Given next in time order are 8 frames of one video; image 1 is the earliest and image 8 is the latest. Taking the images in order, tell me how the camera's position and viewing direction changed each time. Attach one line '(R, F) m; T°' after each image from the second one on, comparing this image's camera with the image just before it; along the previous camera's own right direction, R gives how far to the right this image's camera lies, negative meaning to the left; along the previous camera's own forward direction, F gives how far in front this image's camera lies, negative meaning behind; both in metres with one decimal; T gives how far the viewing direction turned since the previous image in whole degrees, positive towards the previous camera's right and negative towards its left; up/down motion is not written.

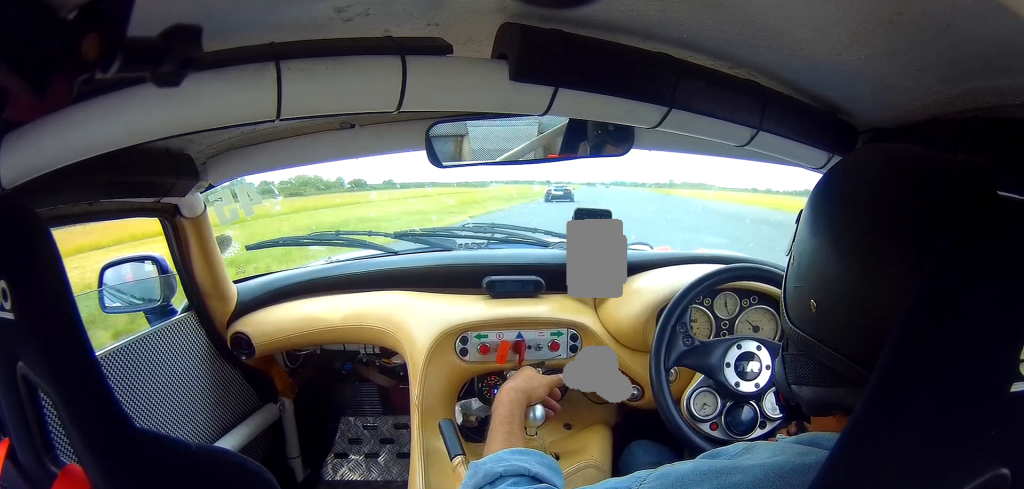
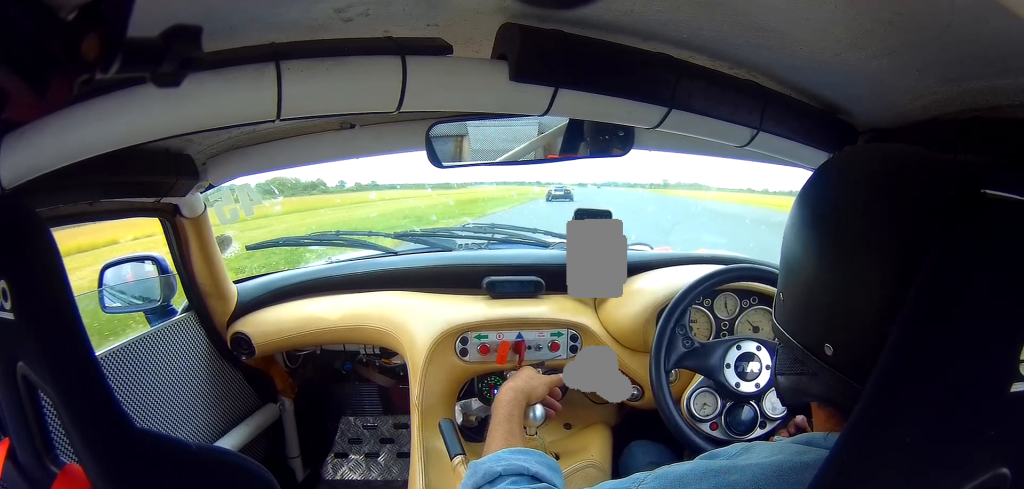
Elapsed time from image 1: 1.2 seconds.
(+0.1, +30.0) m; 0°
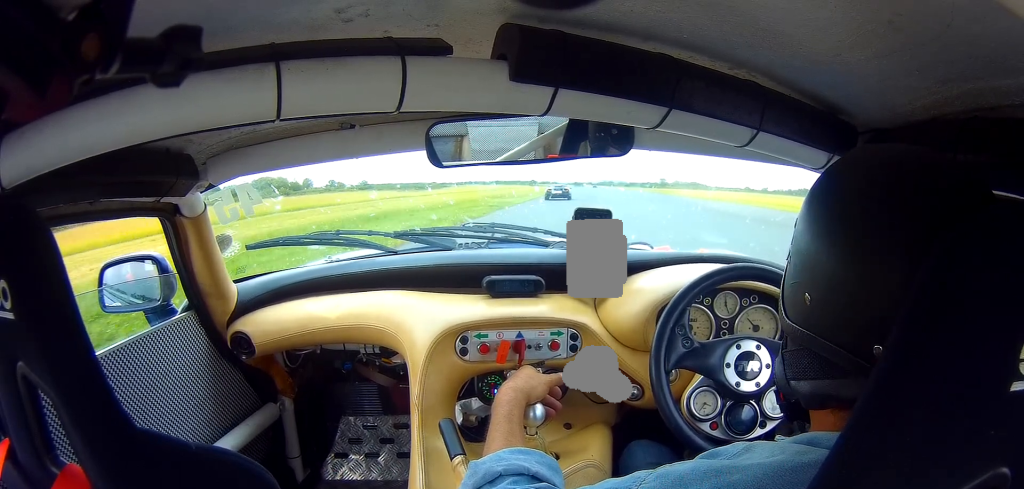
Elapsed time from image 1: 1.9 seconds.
(-0.2, +17.5) m; 0°
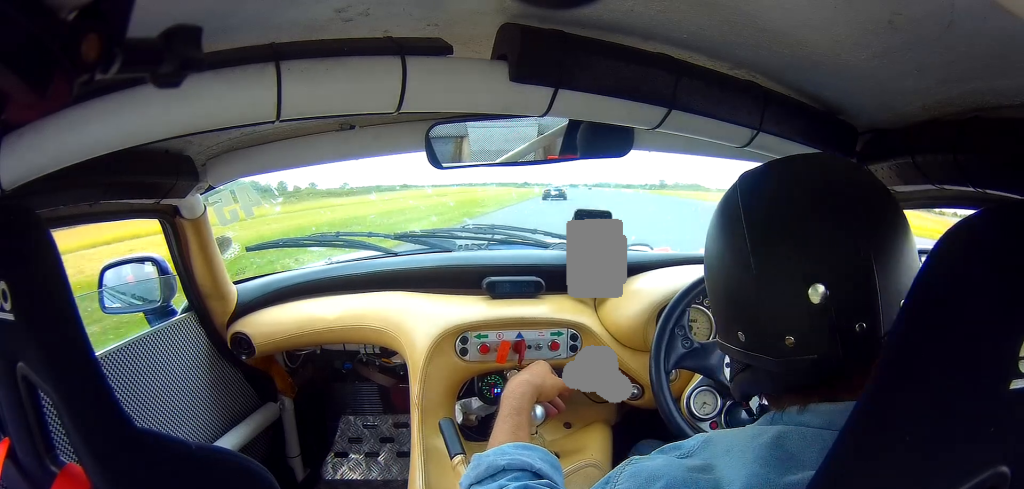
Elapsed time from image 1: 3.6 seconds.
(+0.3, +42.8) m; +1°
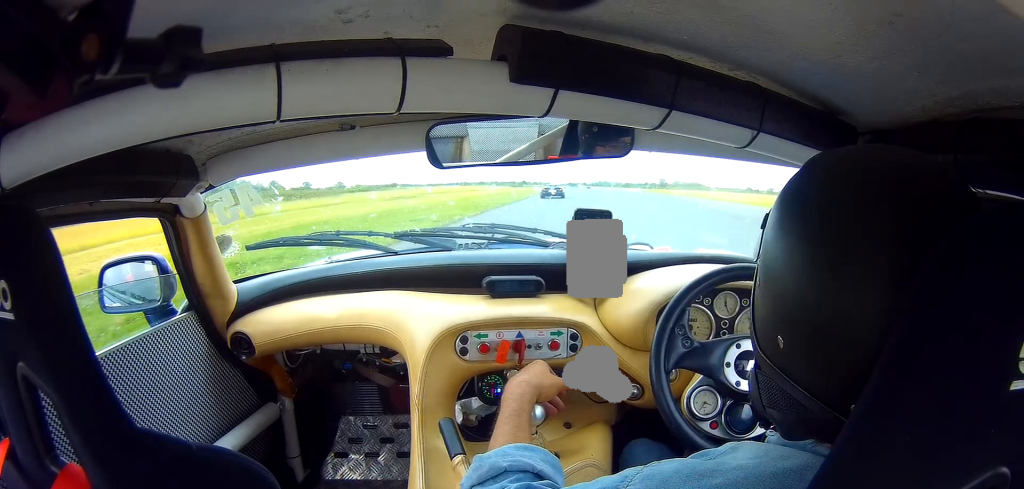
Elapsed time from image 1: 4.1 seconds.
(0.0, +12.9) m; 0°
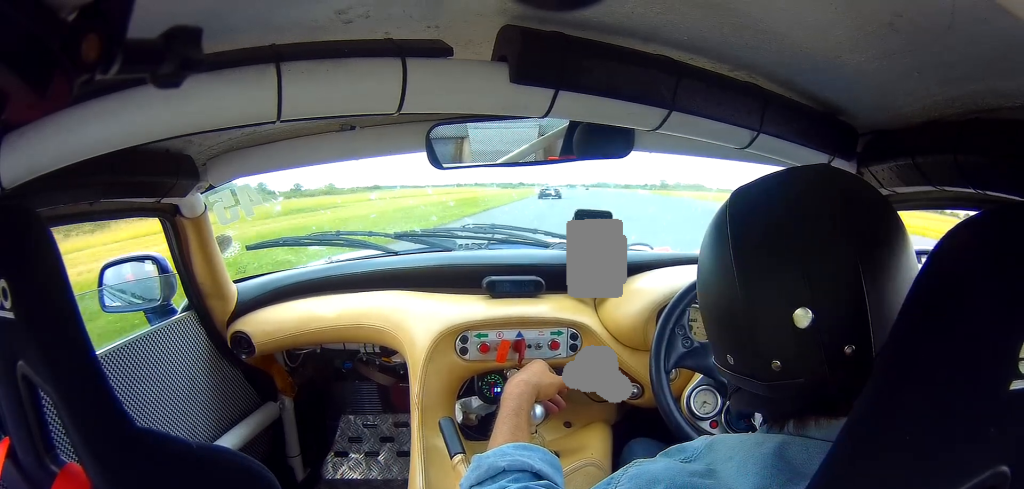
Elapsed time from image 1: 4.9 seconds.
(0.0, +19.8) m; +1°
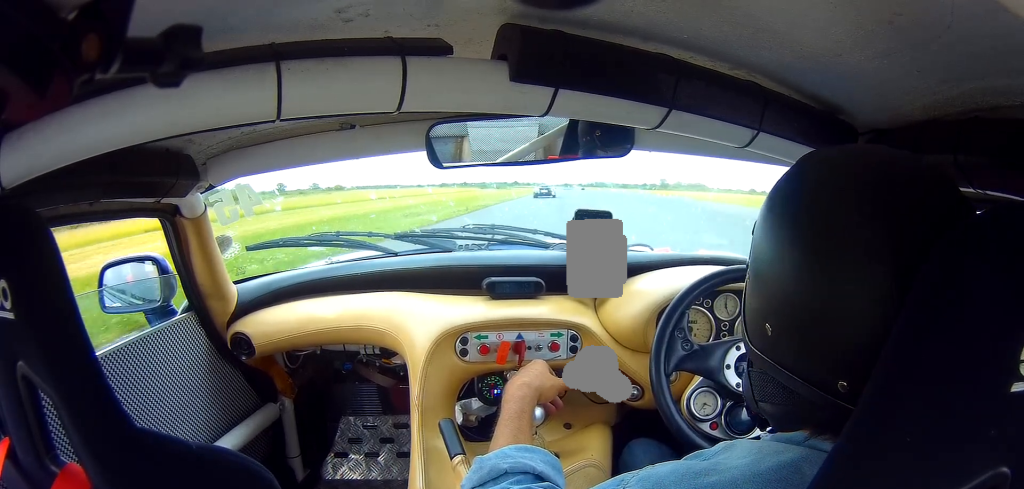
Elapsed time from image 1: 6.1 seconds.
(+0.4, +31.5) m; +1°
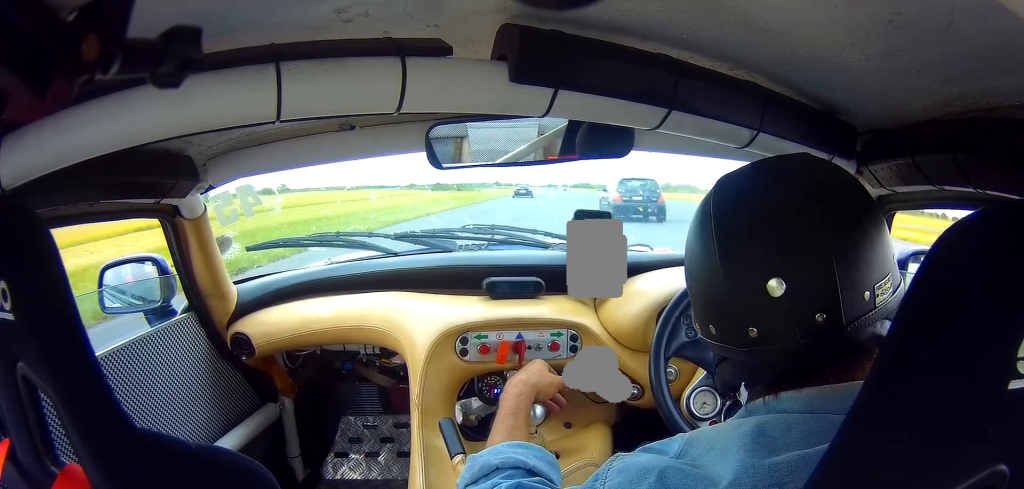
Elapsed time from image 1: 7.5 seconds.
(+0.1, +36.5) m; +2°
